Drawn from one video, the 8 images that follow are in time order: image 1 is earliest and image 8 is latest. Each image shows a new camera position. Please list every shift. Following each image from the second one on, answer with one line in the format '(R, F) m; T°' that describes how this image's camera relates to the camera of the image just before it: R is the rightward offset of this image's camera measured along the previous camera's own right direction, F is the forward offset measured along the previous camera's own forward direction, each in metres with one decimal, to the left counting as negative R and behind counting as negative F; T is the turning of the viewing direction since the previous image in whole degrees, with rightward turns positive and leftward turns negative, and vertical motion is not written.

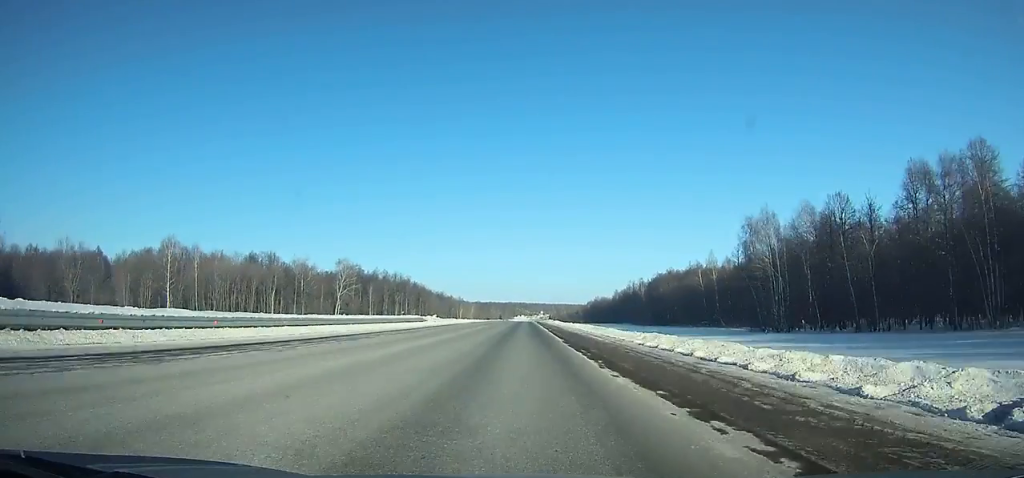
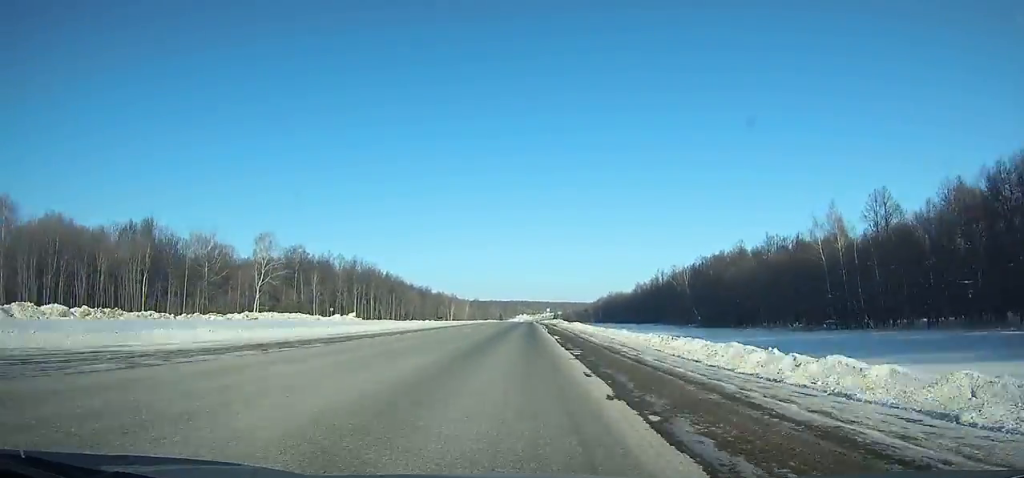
(0.0, +63.1) m; 0°
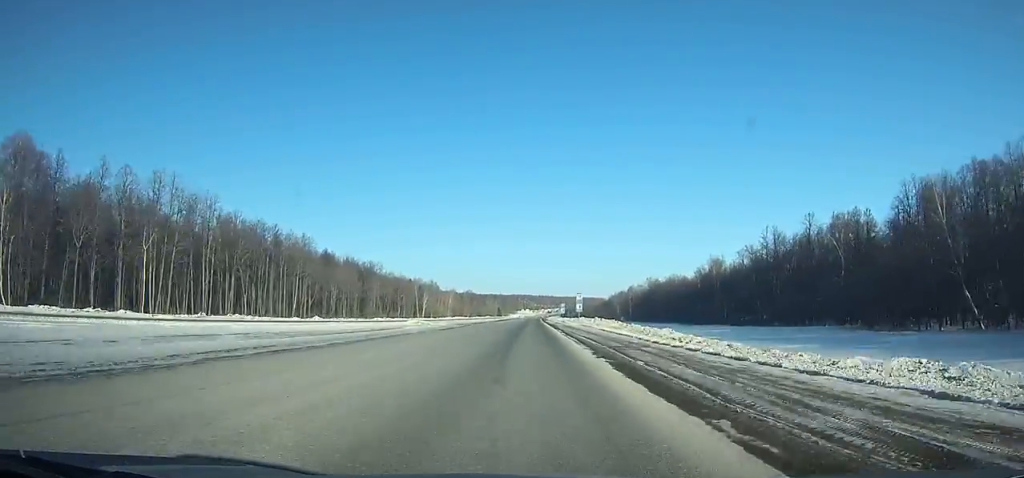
(-0.3, +111.8) m; 0°
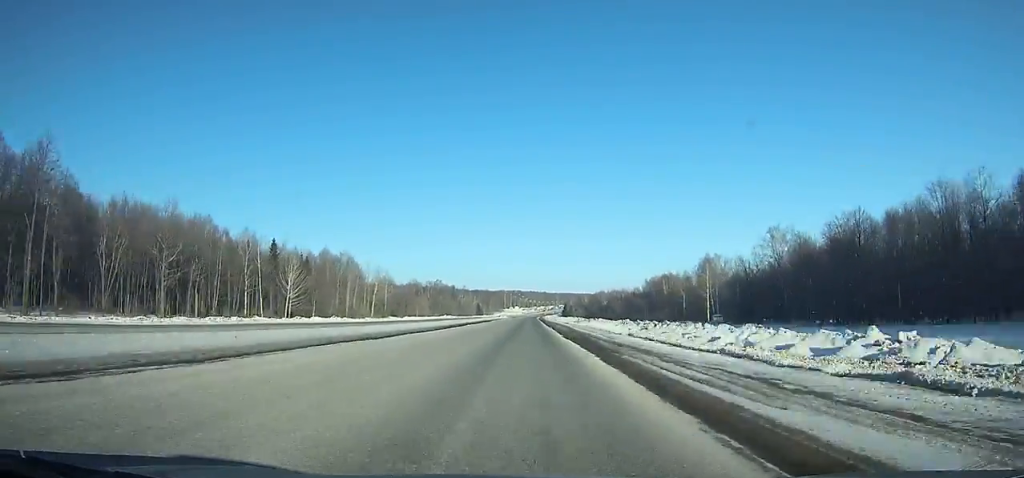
(+0.5, +150.0) m; 0°
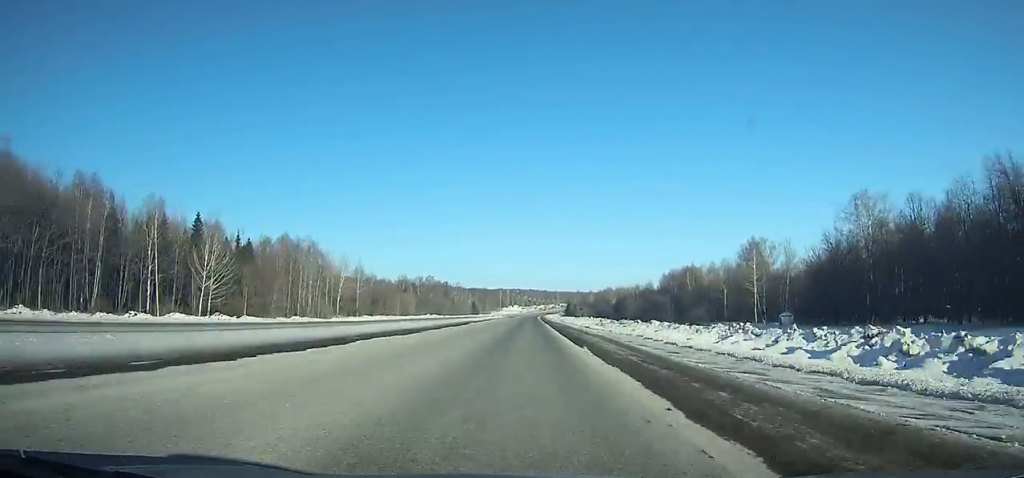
(0.0, +34.9) m; 0°
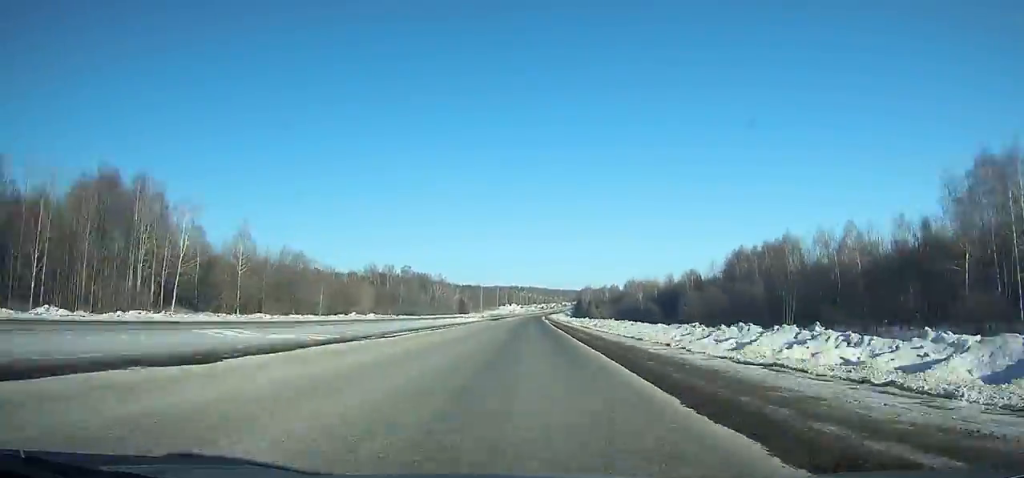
(+0.2, +79.4) m; 0°
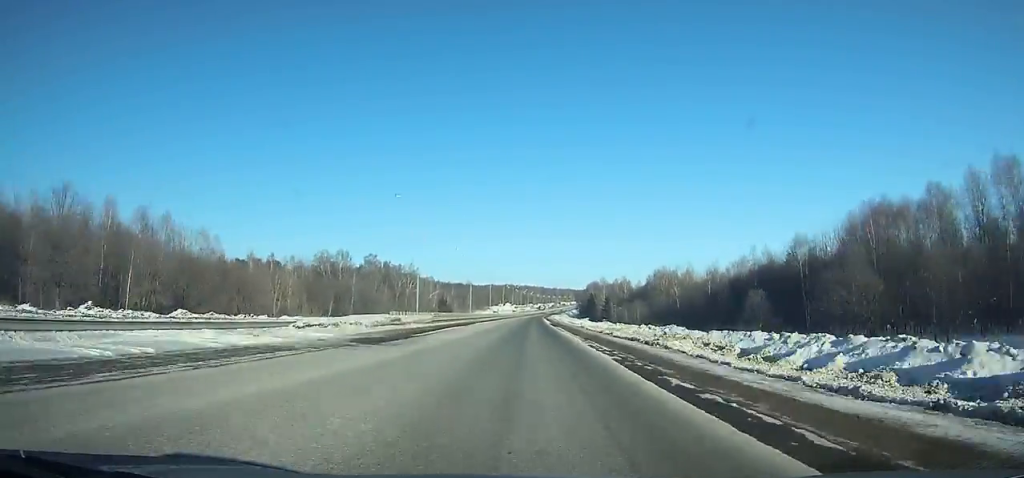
(+0.2, +67.5) m; 0°
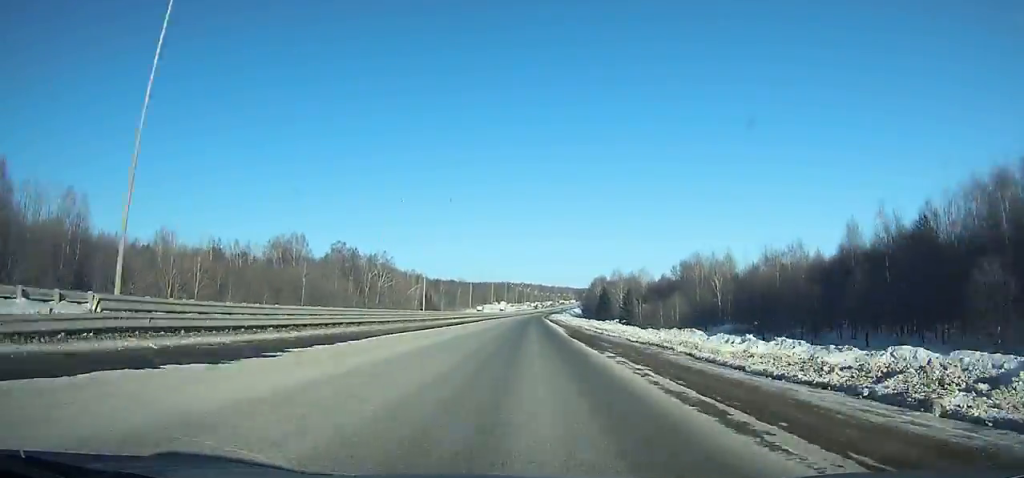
(0.0, +42.8) m; 0°
